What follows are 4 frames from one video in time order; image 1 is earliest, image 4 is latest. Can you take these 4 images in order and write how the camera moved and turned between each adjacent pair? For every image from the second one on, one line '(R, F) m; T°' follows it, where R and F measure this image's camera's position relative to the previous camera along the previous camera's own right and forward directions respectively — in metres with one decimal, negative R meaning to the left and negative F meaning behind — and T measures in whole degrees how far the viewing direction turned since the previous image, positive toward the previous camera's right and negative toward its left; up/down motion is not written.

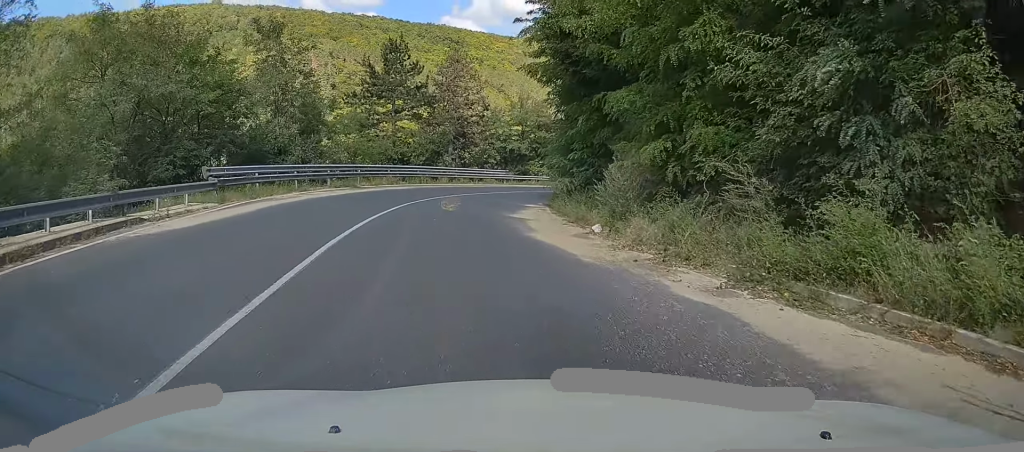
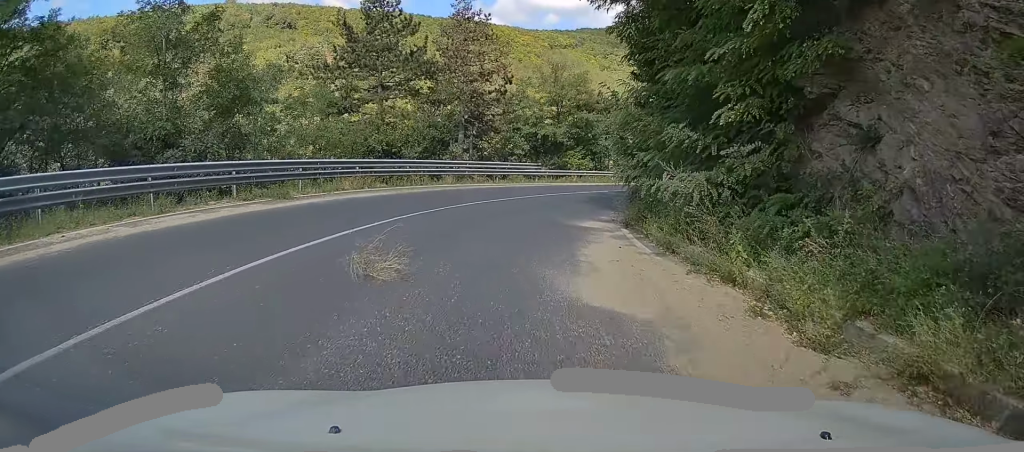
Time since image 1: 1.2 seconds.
(-0.8, +15.0) m; 0°
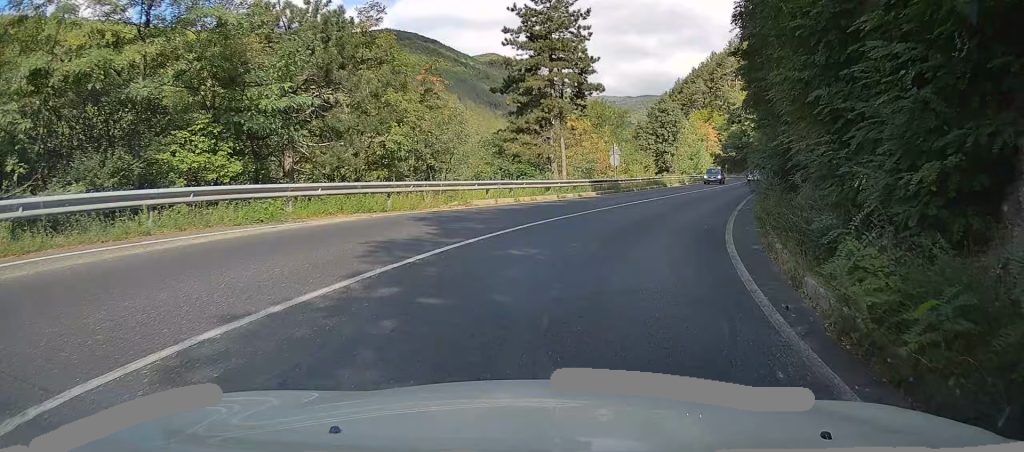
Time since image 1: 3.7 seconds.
(+6.4, +31.0) m; +29°
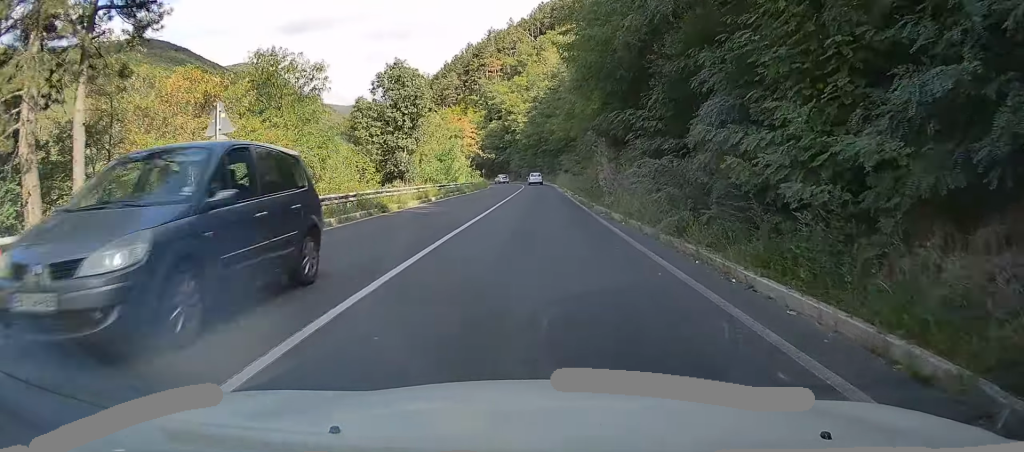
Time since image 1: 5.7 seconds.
(+5.0, +26.1) m; +16°
